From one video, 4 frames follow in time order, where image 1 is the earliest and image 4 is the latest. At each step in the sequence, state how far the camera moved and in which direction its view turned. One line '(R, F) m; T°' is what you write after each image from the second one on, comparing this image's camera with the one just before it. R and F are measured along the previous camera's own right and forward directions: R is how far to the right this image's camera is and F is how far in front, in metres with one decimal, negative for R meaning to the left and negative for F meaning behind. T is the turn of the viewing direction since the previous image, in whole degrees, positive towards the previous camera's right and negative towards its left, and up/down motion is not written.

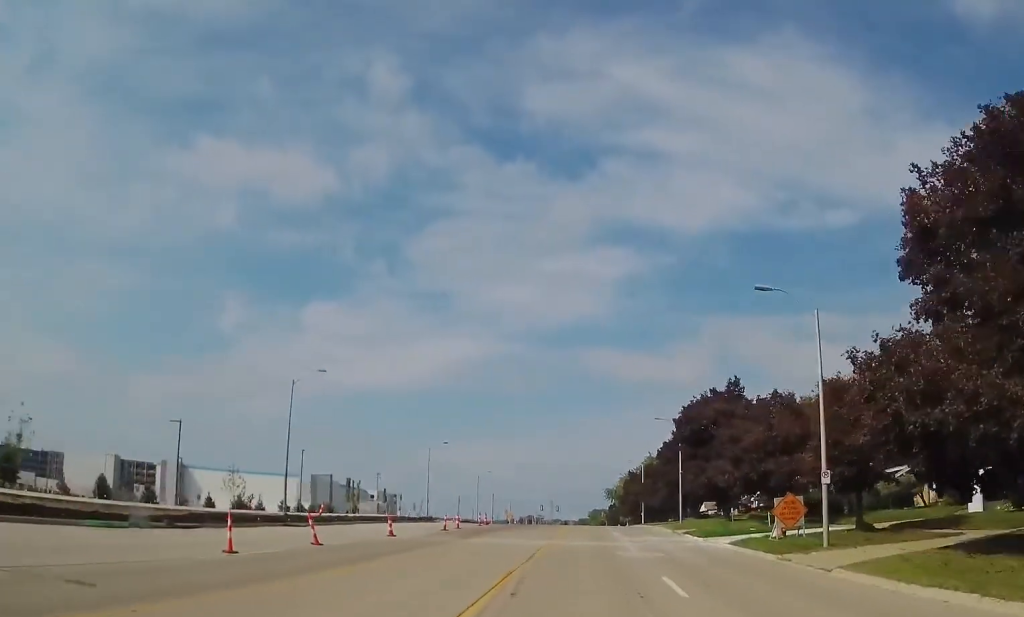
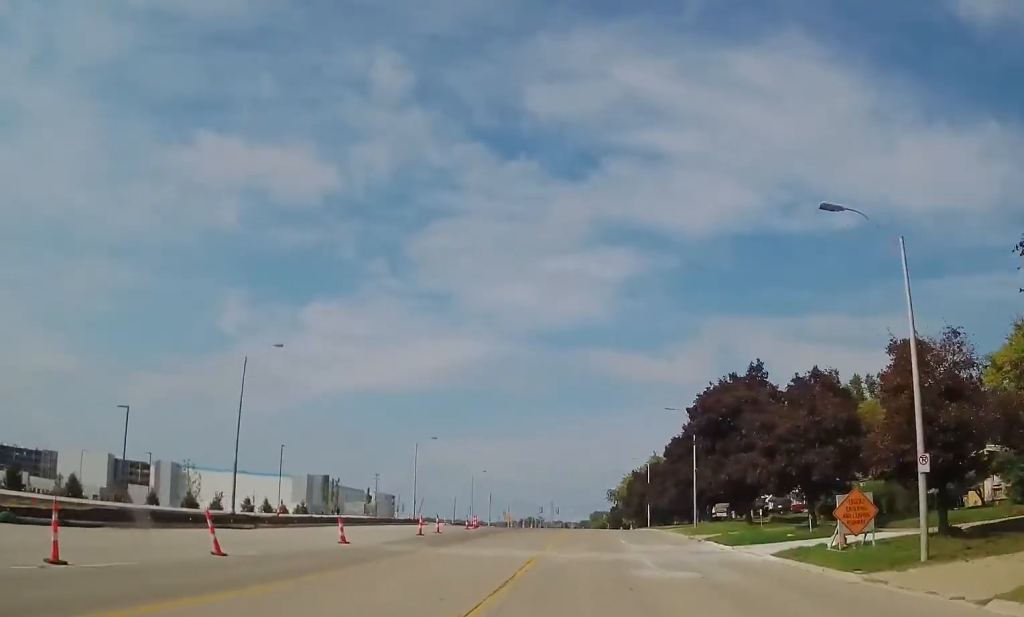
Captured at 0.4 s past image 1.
(-0.2, +7.3) m; 0°
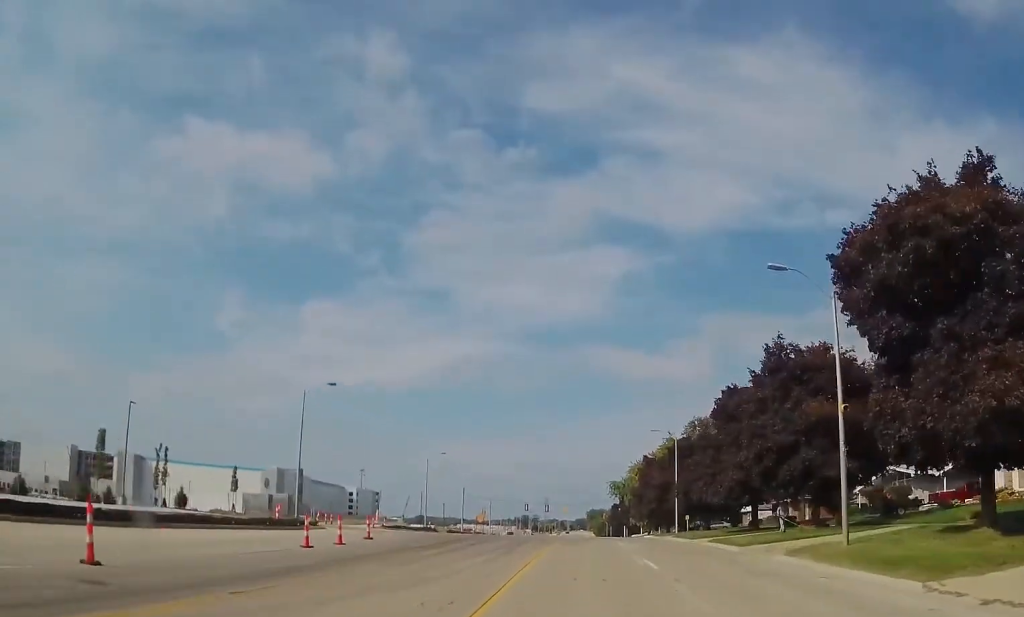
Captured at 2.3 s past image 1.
(0.0, +31.8) m; -1°
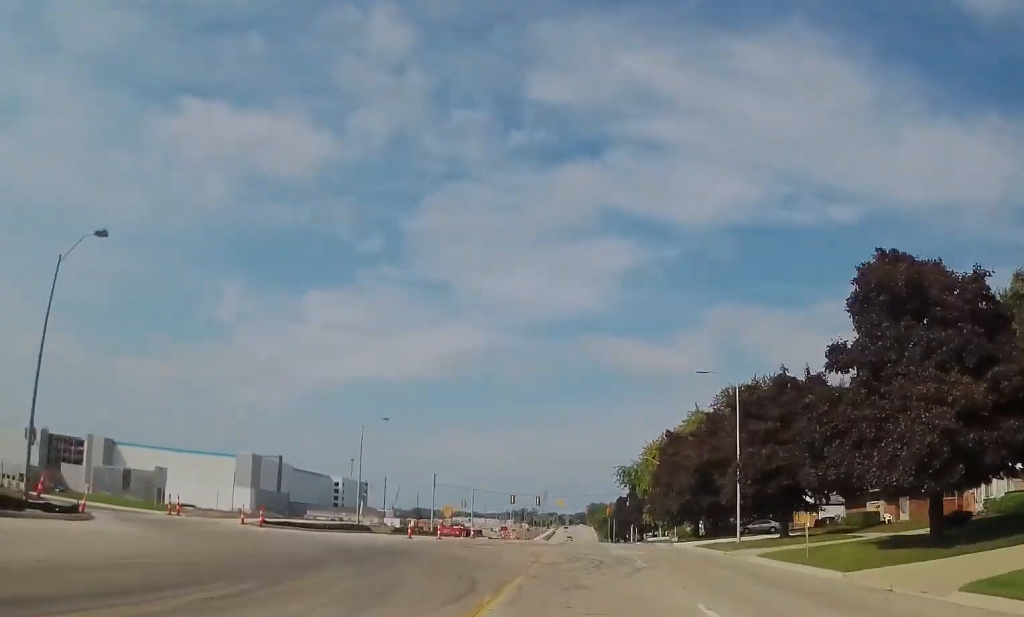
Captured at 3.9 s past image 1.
(-0.3, +26.2) m; 0°
